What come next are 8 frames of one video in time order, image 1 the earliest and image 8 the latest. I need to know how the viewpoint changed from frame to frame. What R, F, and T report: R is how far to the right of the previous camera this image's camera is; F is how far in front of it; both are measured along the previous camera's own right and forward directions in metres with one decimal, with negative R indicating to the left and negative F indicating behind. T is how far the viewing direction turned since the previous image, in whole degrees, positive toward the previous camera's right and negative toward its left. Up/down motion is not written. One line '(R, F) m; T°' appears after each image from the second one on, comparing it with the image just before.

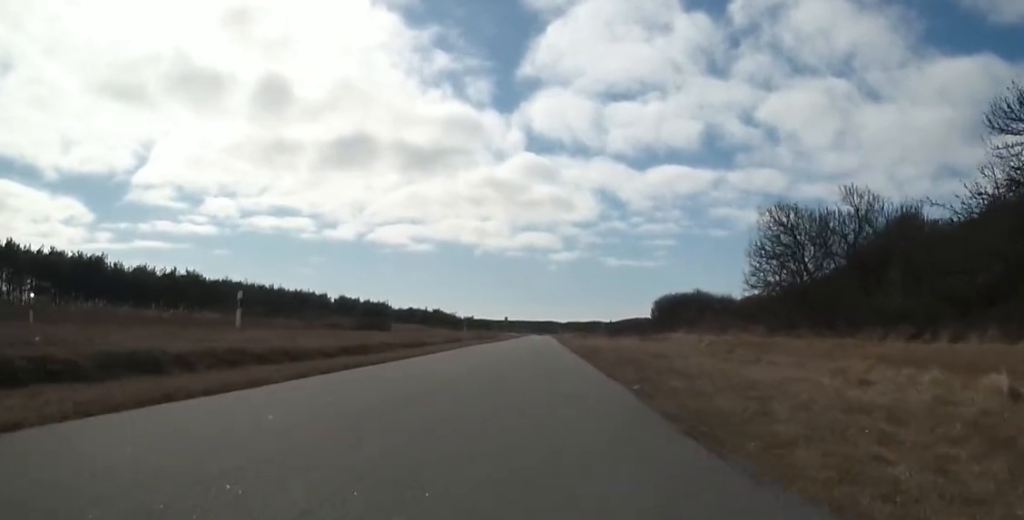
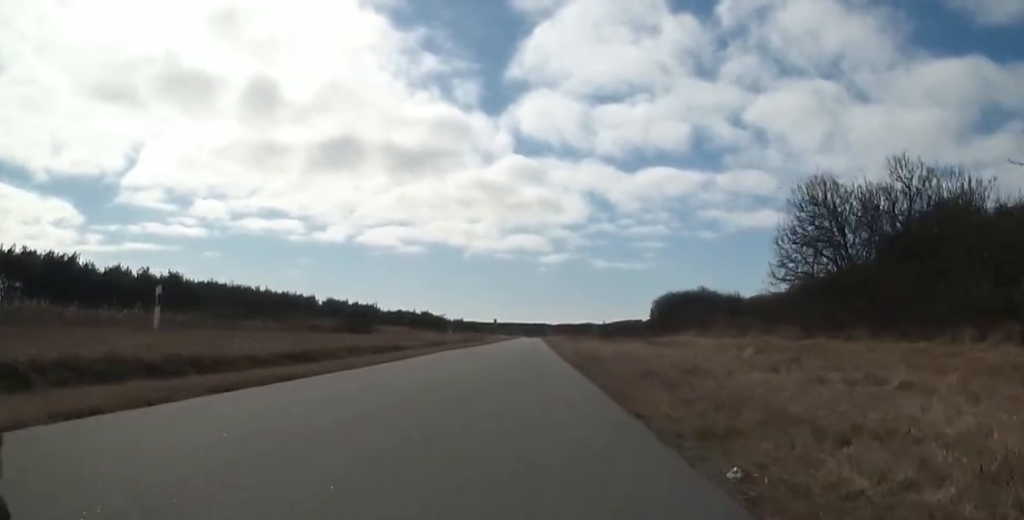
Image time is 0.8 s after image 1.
(+0.2, +4.2) m; +2°
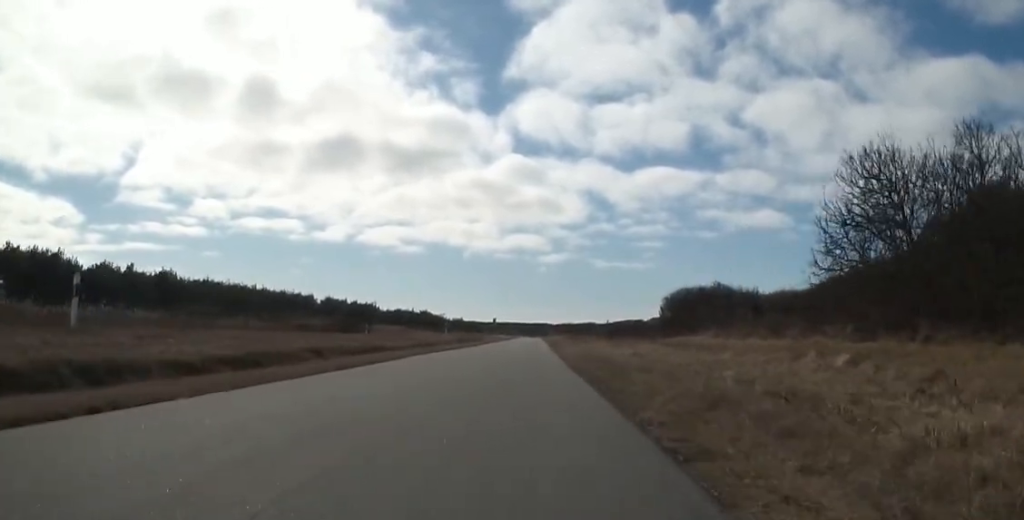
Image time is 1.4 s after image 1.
(0.0, +3.4) m; -2°
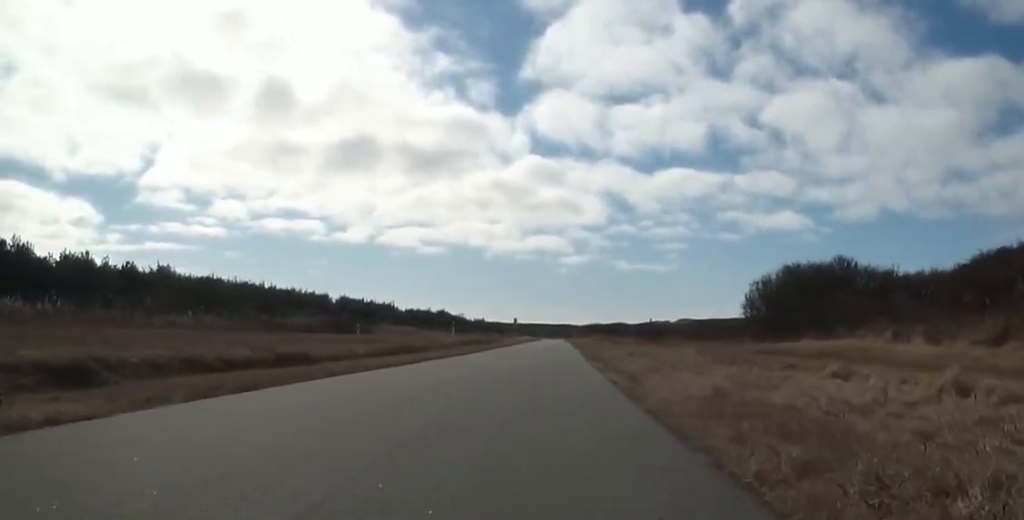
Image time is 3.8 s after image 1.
(0.0, +12.8) m; +2°
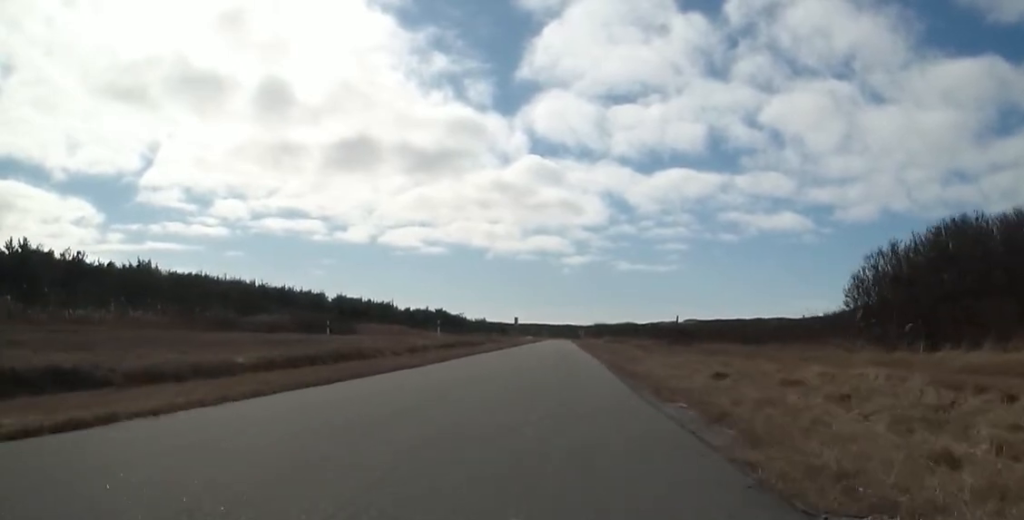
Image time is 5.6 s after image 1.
(-0.3, +9.9) m; -6°
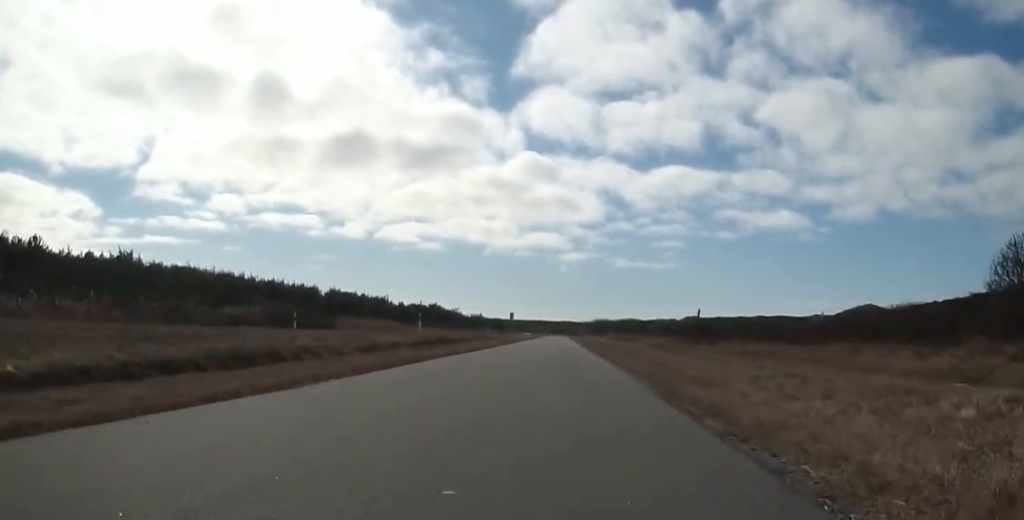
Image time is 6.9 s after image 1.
(0.0, +7.1) m; +2°
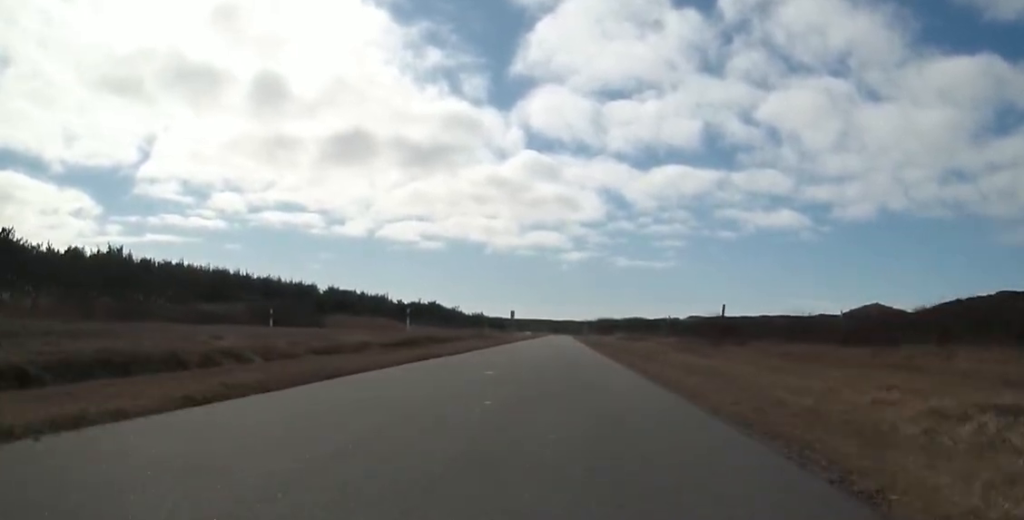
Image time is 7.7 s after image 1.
(+0.2, +5.1) m; 0°
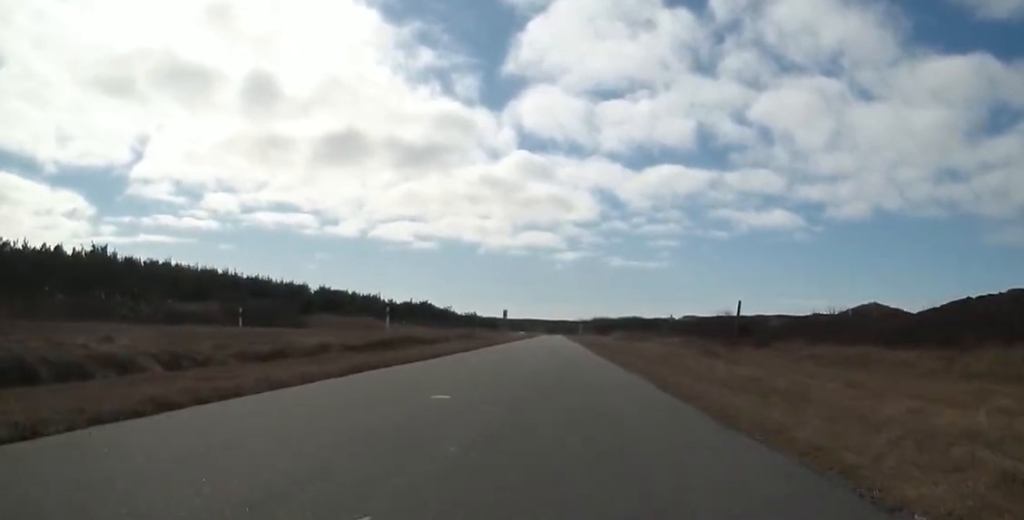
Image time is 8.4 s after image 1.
(+0.1, +3.9) m; 0°
